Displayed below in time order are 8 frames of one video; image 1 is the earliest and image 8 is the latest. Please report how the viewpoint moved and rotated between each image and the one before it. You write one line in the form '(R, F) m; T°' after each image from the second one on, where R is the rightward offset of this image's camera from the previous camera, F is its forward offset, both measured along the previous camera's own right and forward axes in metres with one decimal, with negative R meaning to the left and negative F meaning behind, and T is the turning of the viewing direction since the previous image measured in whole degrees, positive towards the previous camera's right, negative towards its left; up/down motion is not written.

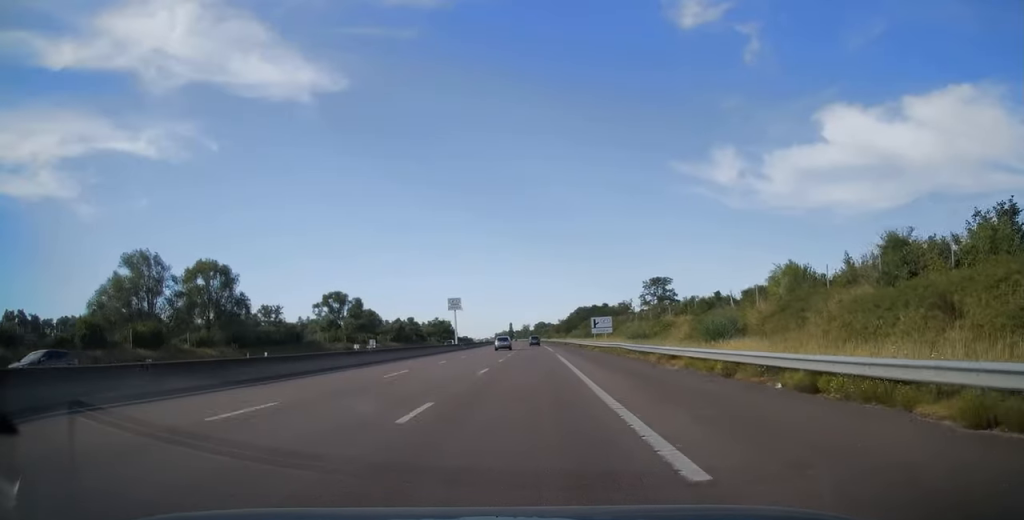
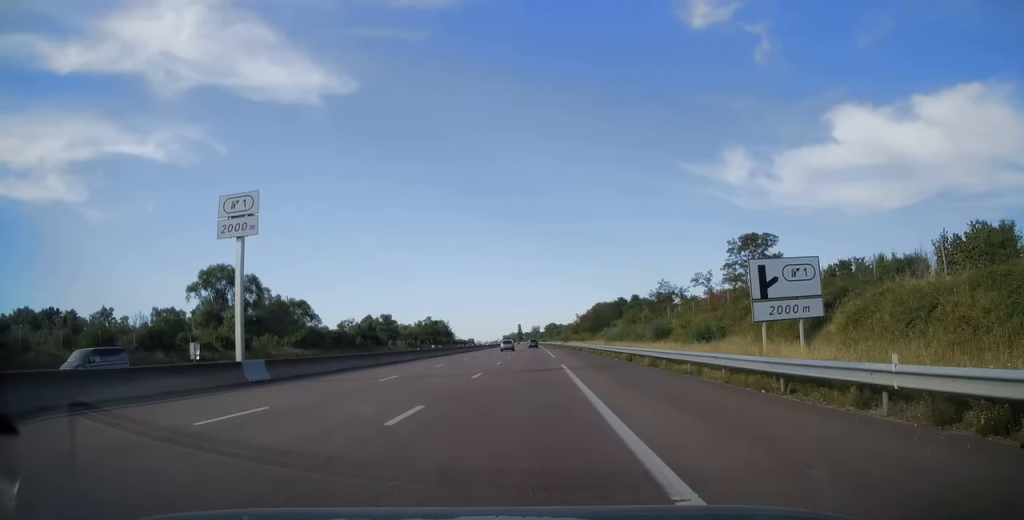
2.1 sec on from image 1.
(-0.2, +64.9) m; -1°
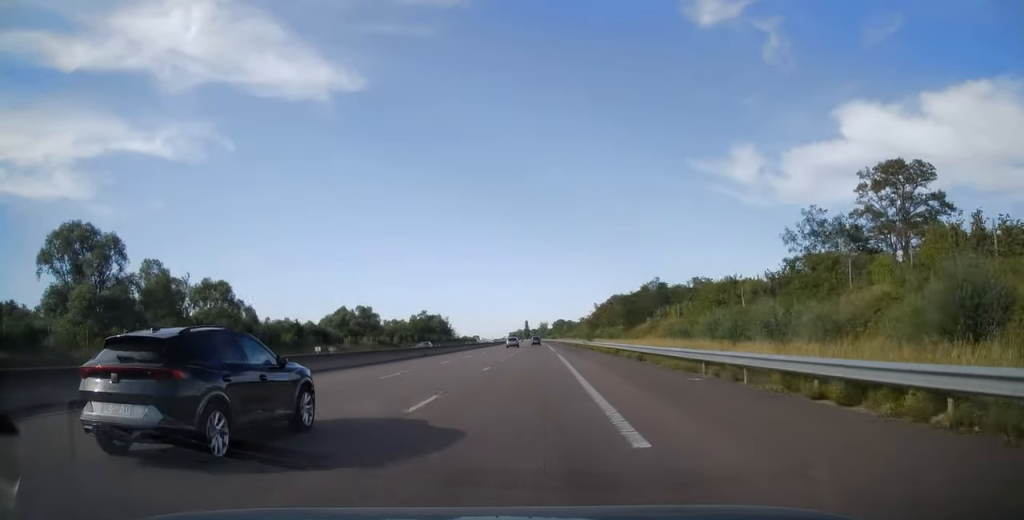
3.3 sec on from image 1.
(-0.1, +37.6) m; -1°
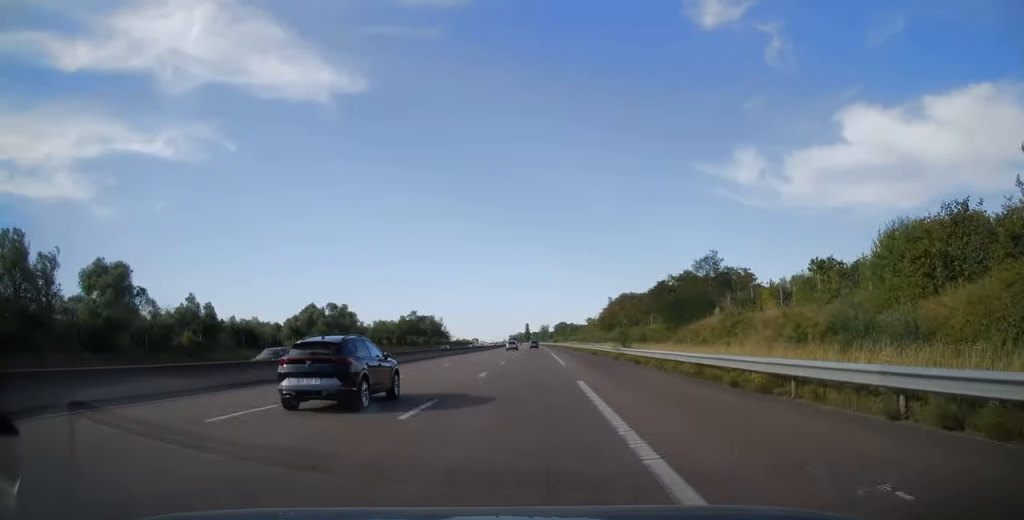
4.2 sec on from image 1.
(-0.2, +26.8) m; -1°
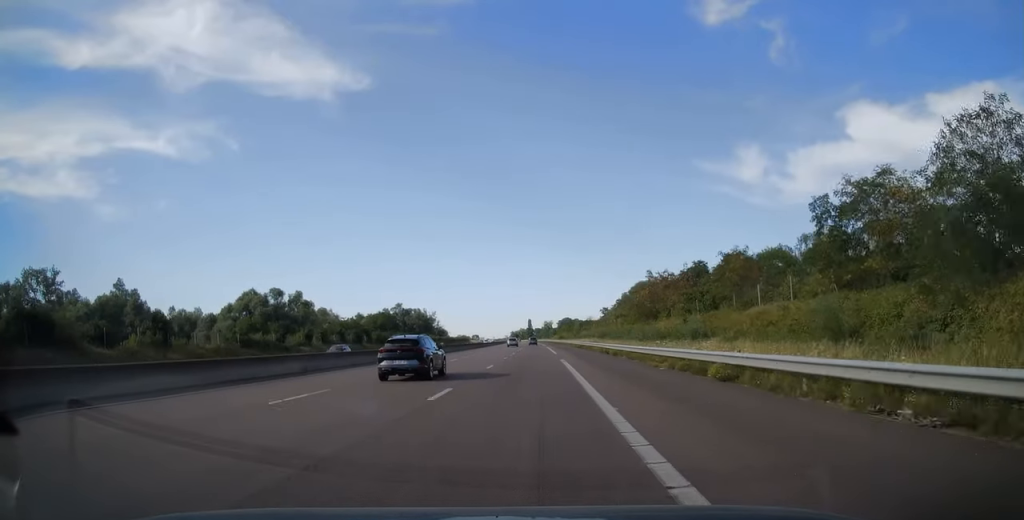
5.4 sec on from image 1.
(-0.2, +36.6) m; 0°
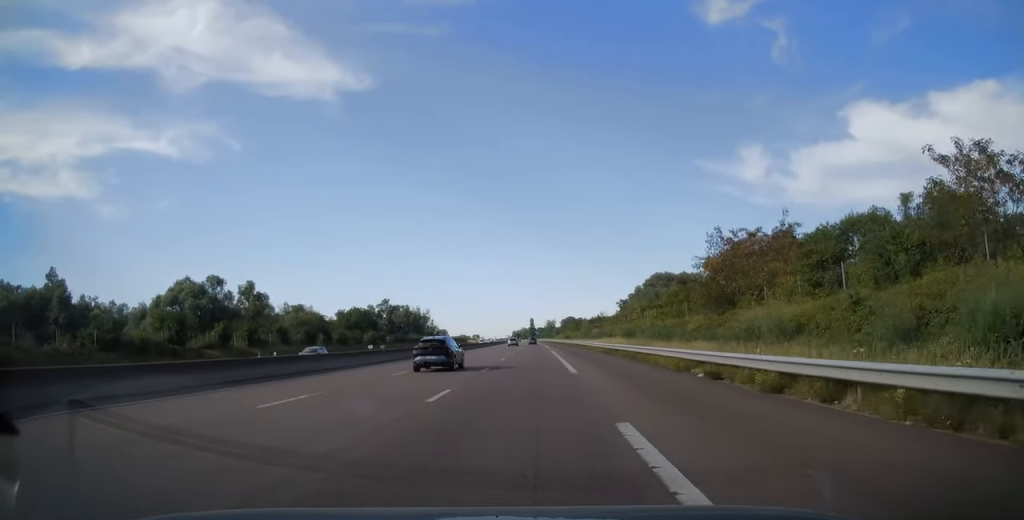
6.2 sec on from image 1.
(0.0, +26.3) m; 0°
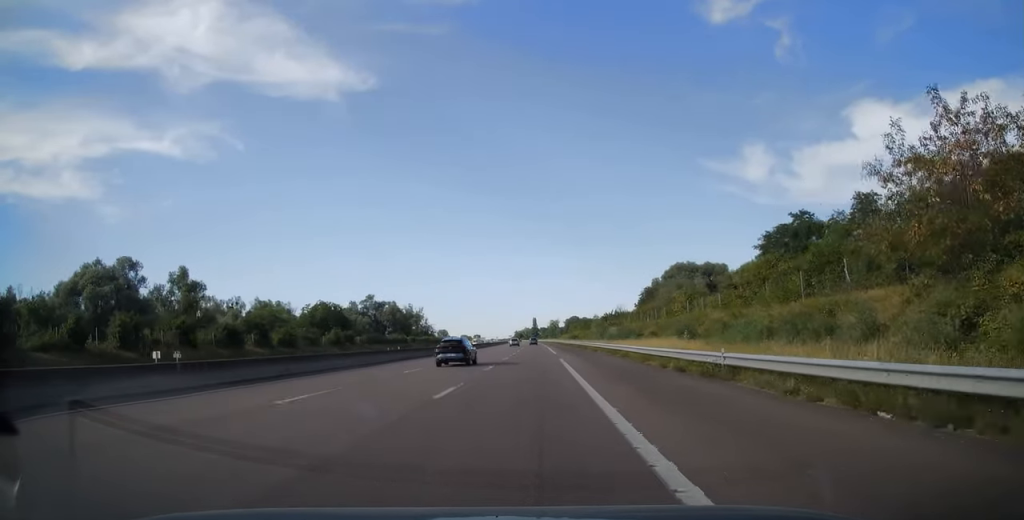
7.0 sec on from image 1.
(0.0, +25.2) m; 0°
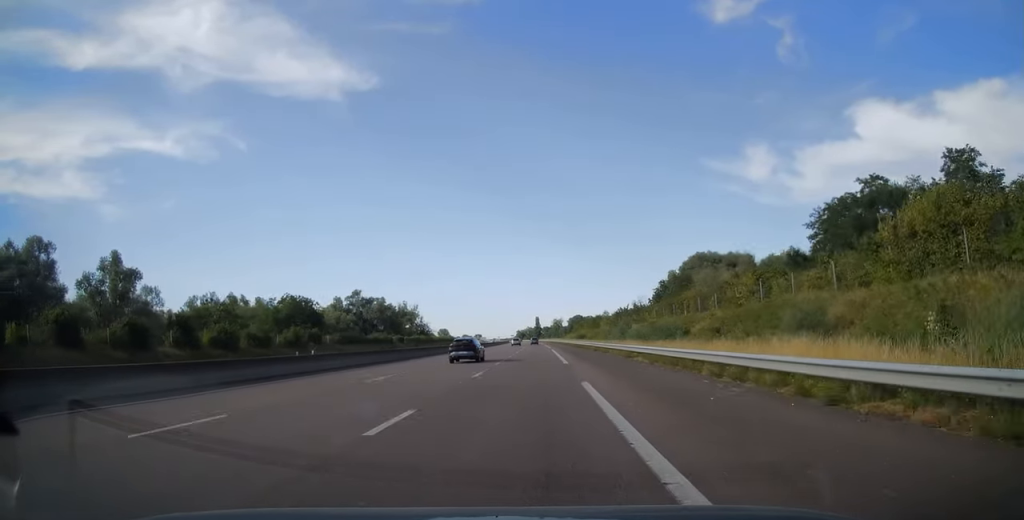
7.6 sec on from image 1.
(0.0, +18.5) m; 0°
